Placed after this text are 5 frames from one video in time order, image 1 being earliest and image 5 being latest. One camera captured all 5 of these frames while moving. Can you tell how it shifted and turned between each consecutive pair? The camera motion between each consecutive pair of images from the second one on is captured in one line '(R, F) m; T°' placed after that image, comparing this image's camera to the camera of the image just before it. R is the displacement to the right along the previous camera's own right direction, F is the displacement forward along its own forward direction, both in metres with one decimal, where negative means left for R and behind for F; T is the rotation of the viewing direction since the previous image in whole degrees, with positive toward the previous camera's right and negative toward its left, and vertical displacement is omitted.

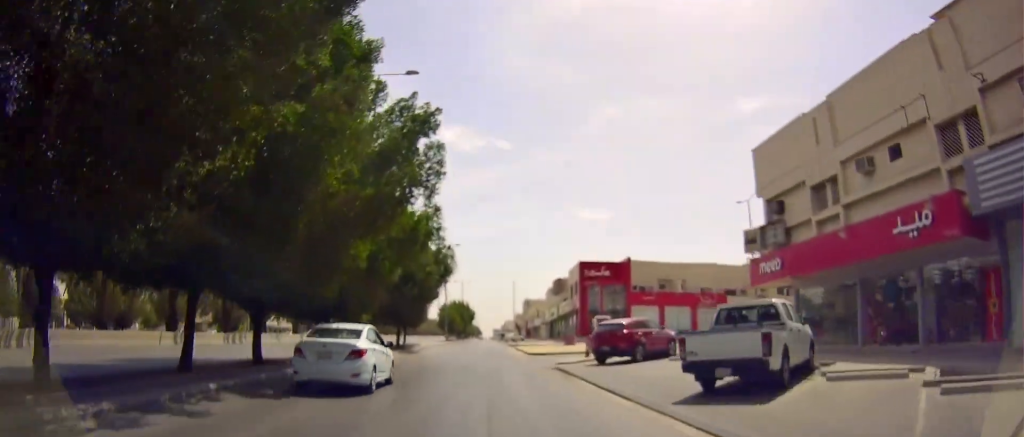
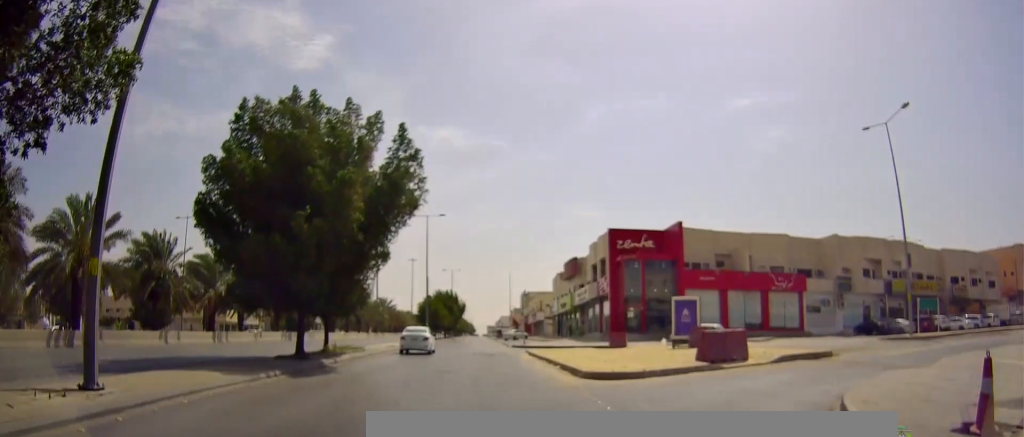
(-0.5, +22.5) m; -2°
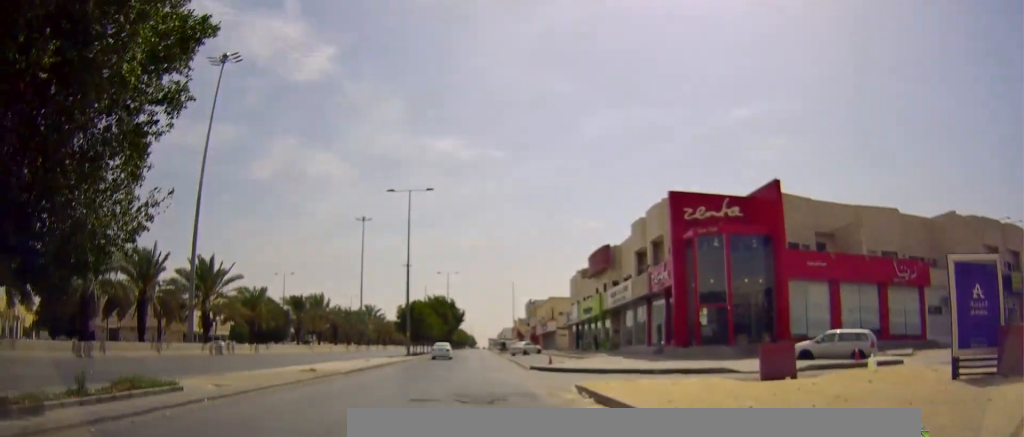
(+0.8, +19.4) m; +3°
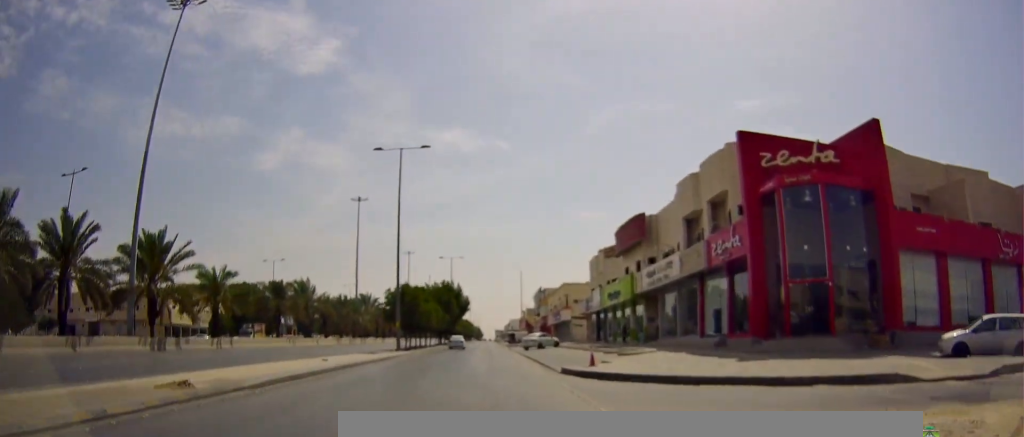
(-0.5, +10.5) m; -3°
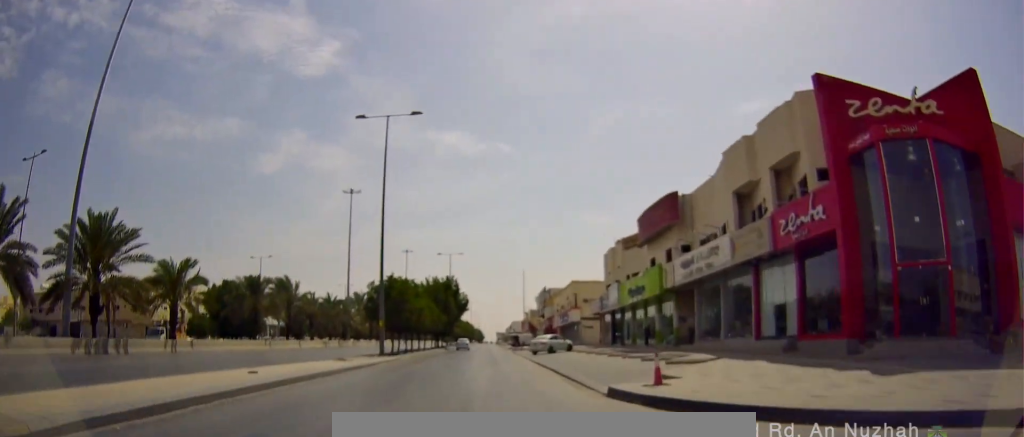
(+0.1, +7.7) m; +2°
